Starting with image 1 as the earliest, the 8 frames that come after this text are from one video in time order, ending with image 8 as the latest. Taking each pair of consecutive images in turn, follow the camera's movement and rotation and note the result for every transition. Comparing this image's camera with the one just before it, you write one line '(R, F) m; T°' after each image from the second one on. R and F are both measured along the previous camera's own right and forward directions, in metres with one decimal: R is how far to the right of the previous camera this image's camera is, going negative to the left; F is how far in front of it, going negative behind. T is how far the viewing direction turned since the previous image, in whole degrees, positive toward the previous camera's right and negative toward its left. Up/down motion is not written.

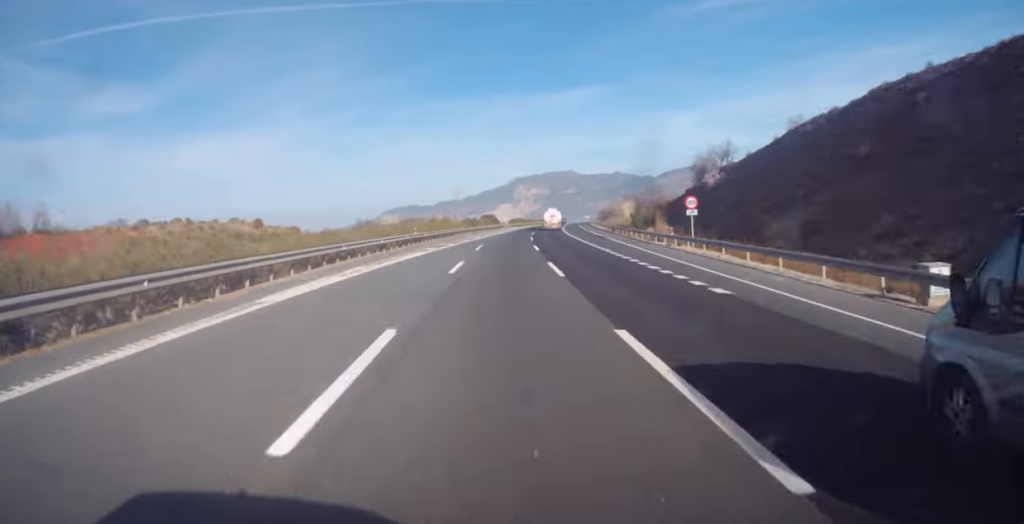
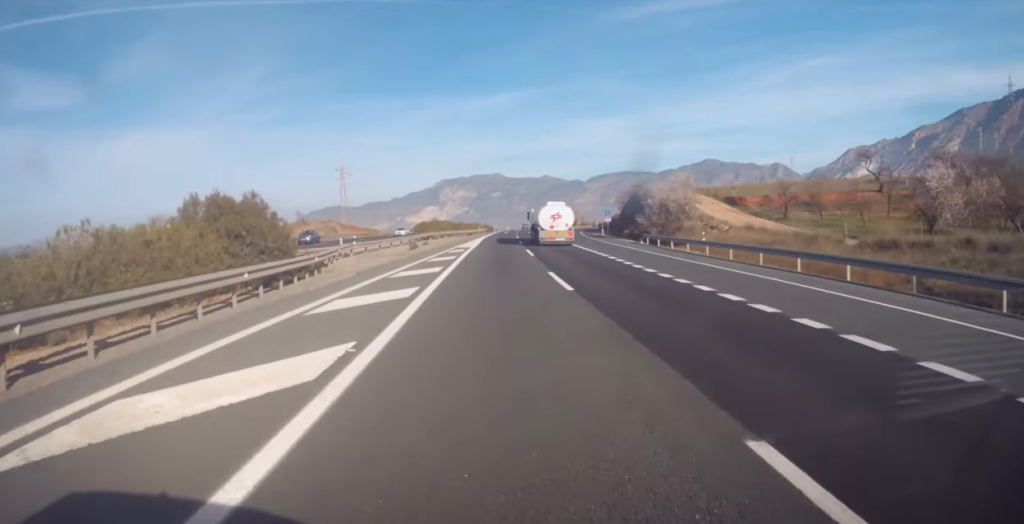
(+8.0, +105.2) m; +3°
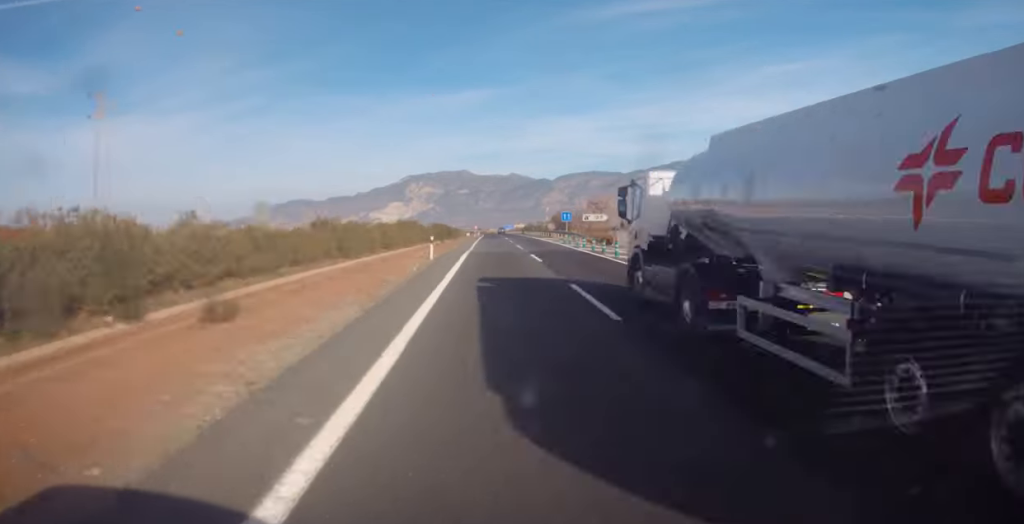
(+3.7, +114.0) m; +2°
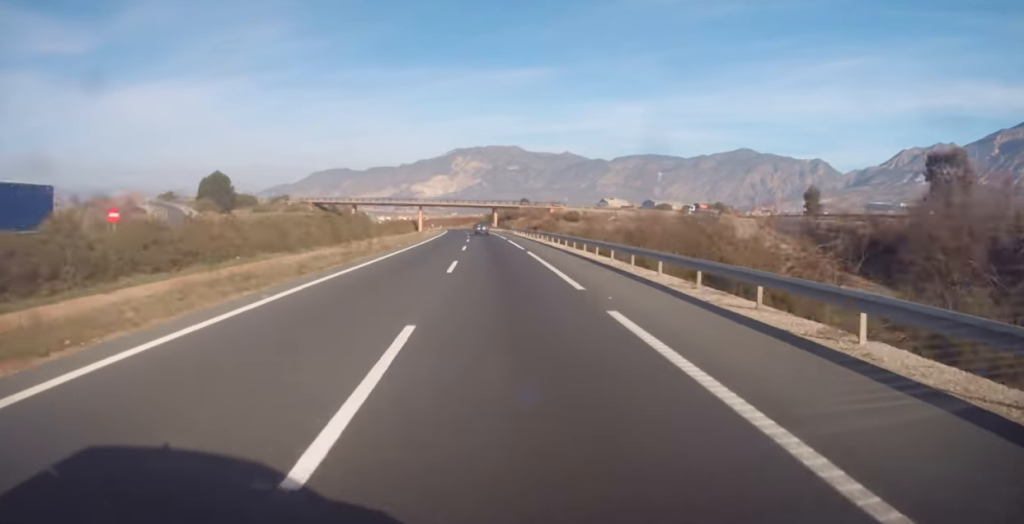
(-10.6, +437.1) m; -7°
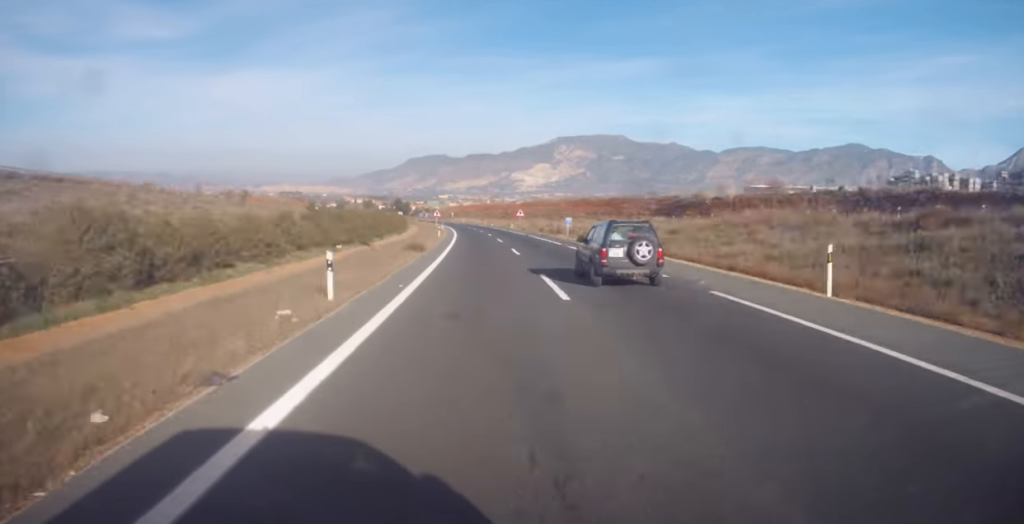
(-20.6, +277.1) m; -10°
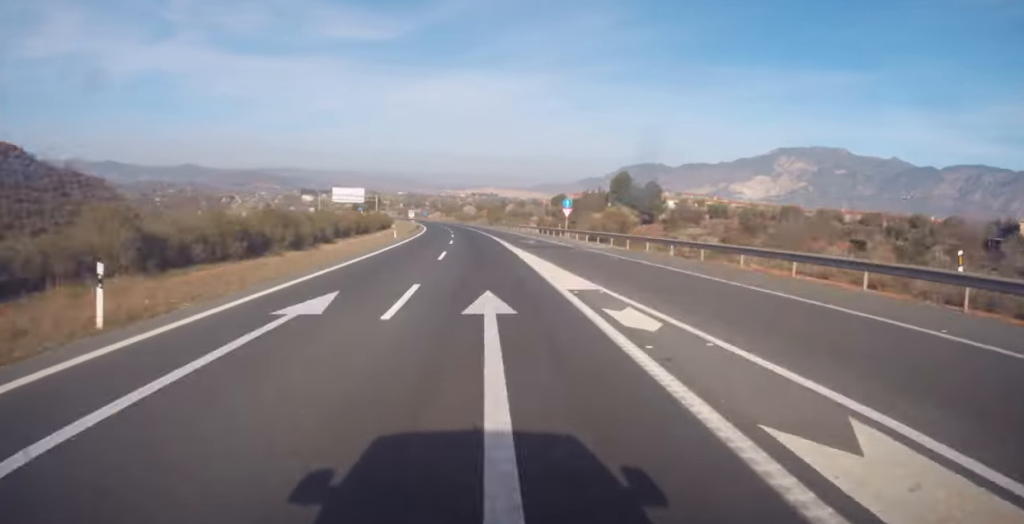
(-66.4, +398.0) m; -19°
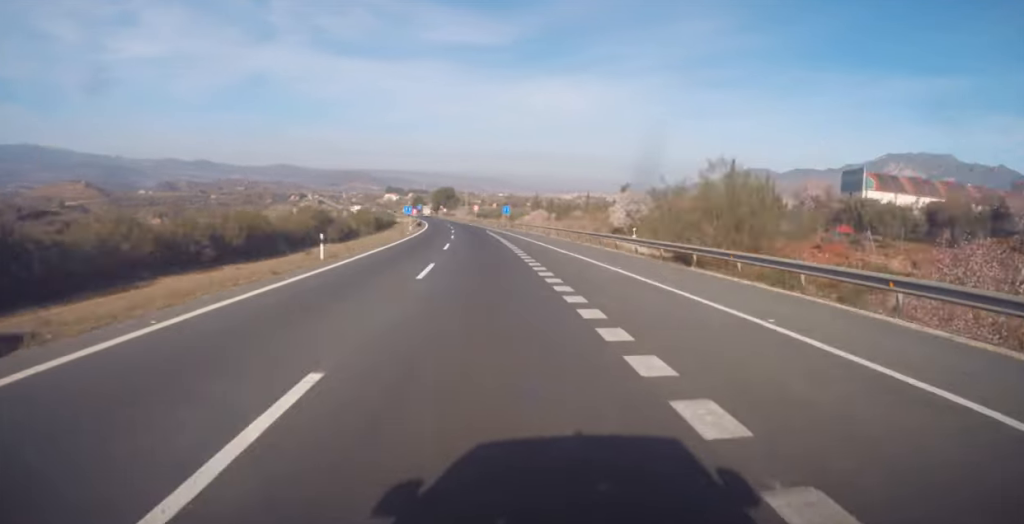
(-14.6, +182.2) m; -8°
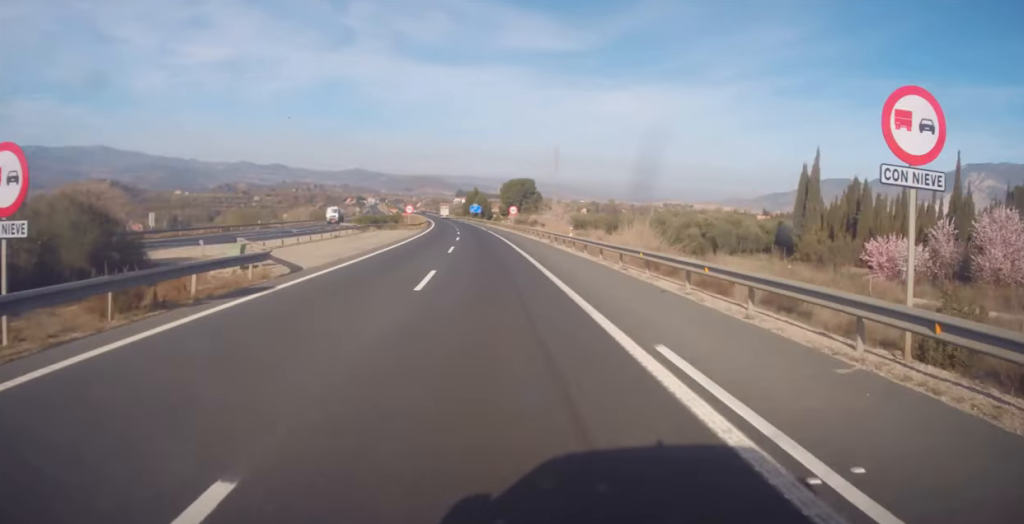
(-5.5, +137.7) m; -5°
